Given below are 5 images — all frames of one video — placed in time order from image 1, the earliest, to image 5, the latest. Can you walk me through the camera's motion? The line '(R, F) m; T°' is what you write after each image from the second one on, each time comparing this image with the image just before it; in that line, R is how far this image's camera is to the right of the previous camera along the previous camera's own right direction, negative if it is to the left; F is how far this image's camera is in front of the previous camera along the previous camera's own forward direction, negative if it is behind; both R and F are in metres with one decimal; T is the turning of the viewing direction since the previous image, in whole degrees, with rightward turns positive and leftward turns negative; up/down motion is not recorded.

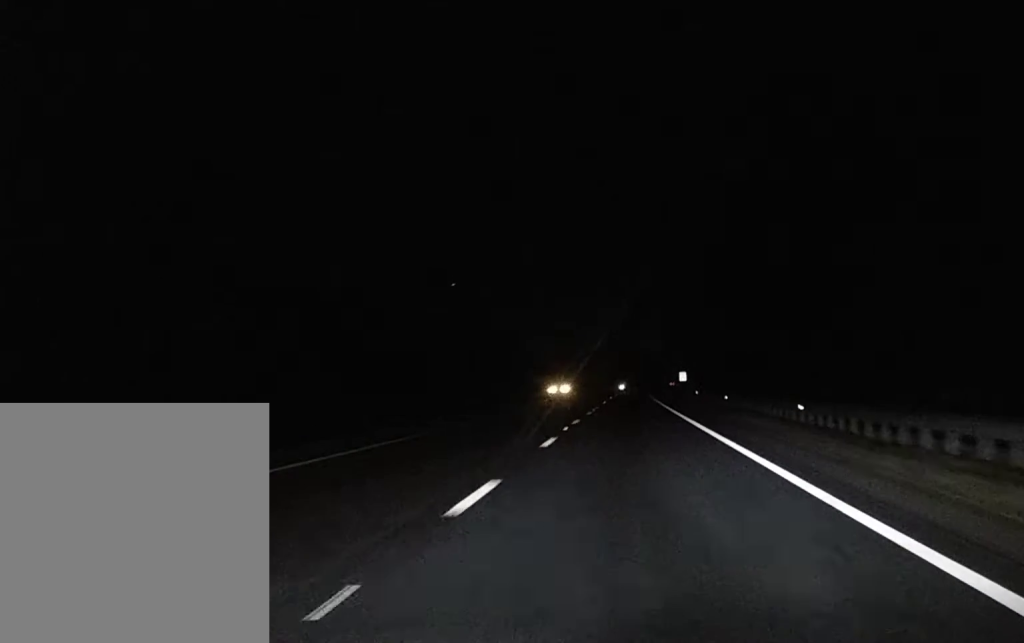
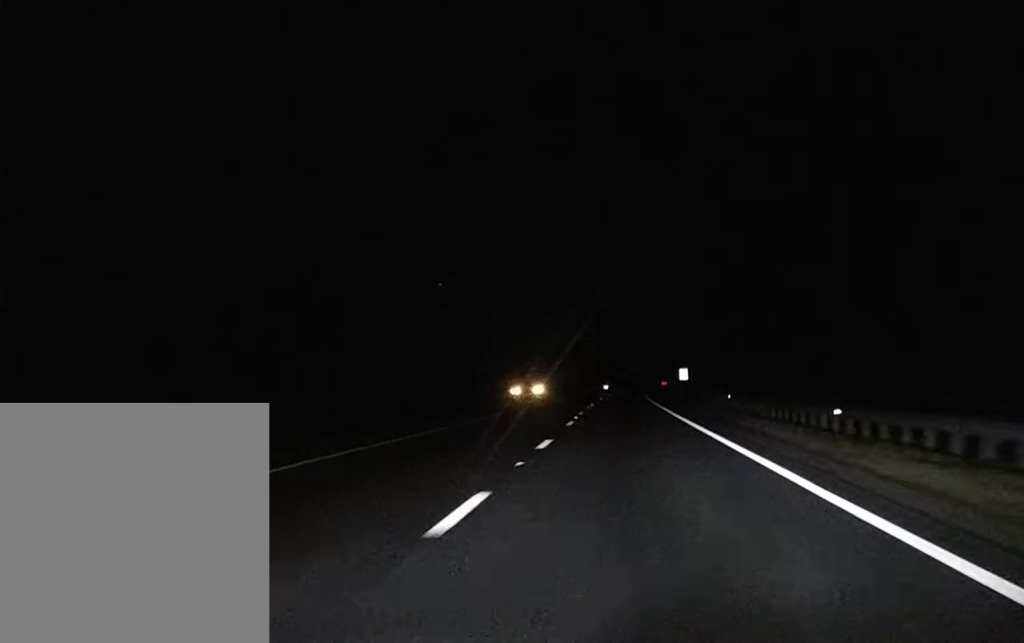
(0.0, +37.9) m; 0°
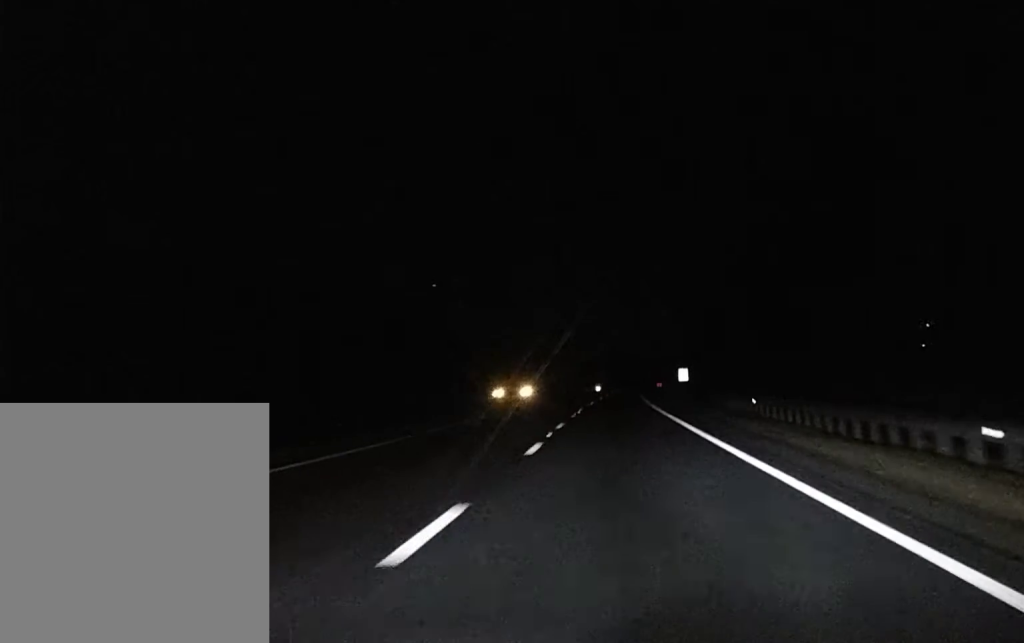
(0.0, +13.6) m; 0°
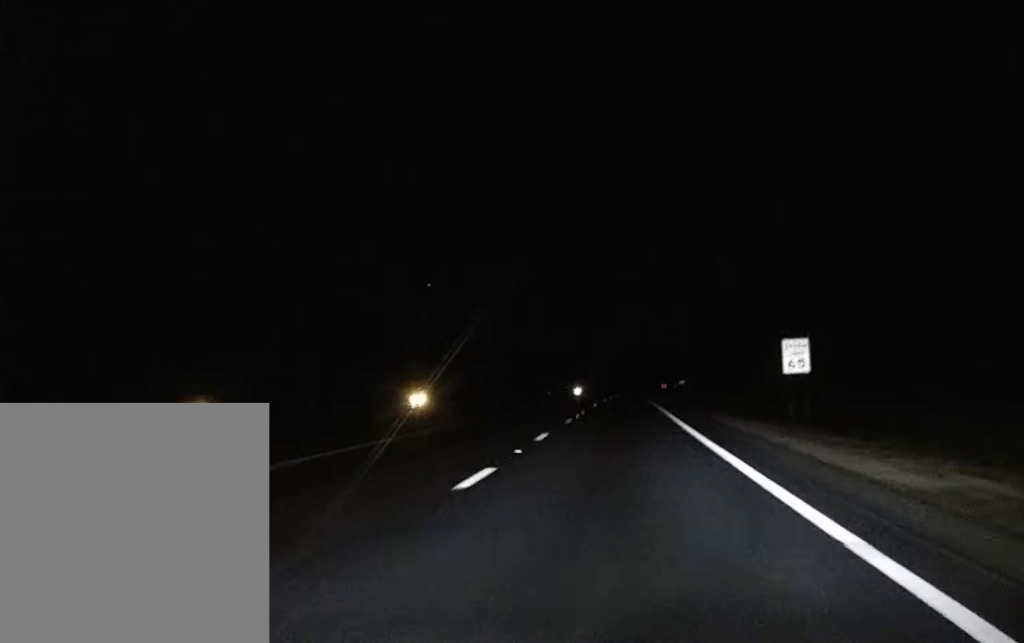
(+0.5, +103.3) m; -1°
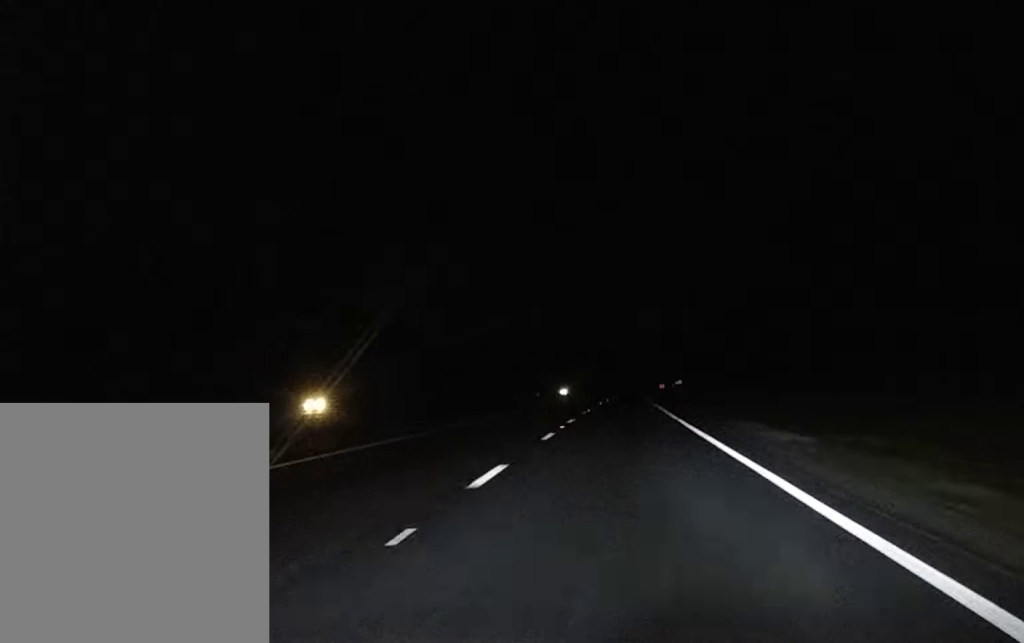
(+0.1, +36.9) m; +1°
